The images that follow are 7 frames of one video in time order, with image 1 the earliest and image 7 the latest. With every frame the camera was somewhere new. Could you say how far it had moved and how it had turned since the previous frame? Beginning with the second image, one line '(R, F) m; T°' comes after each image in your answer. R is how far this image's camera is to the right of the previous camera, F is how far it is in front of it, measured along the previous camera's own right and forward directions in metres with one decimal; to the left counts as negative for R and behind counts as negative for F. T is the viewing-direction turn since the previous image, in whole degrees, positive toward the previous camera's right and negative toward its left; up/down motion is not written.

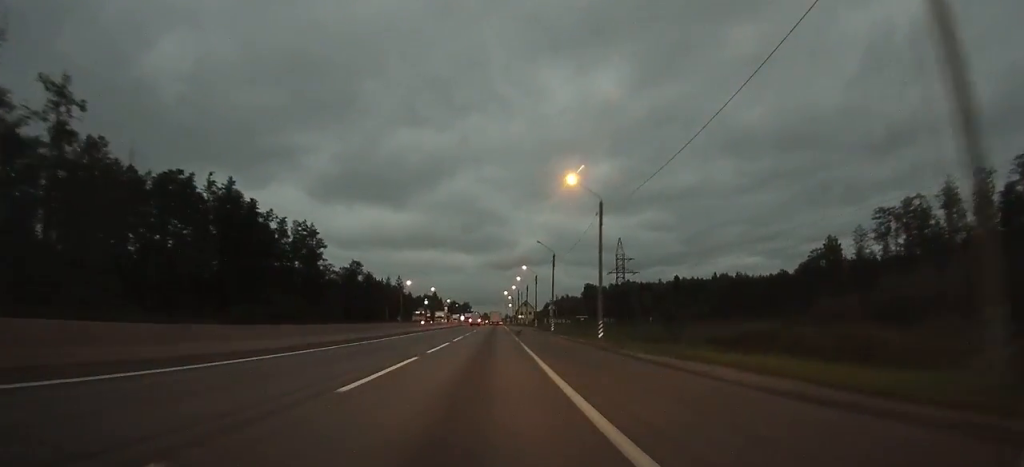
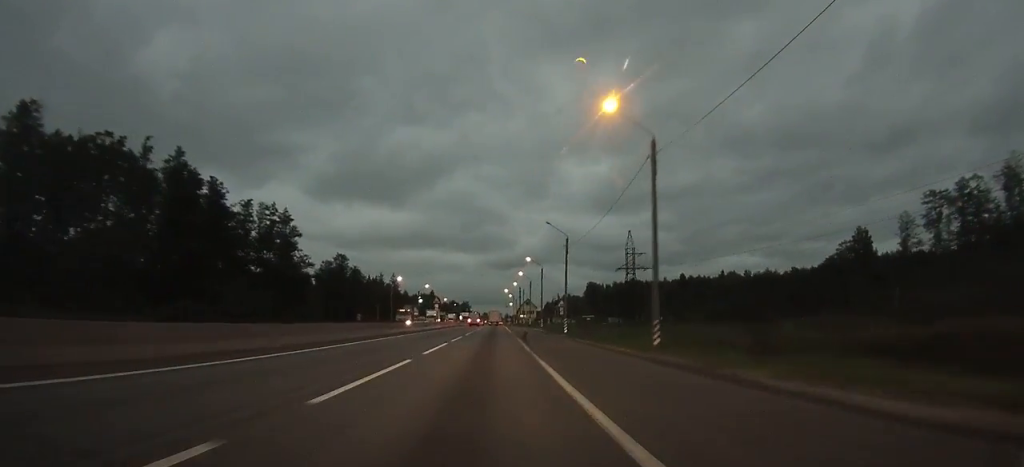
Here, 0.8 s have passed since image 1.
(0.0, +14.0) m; 0°
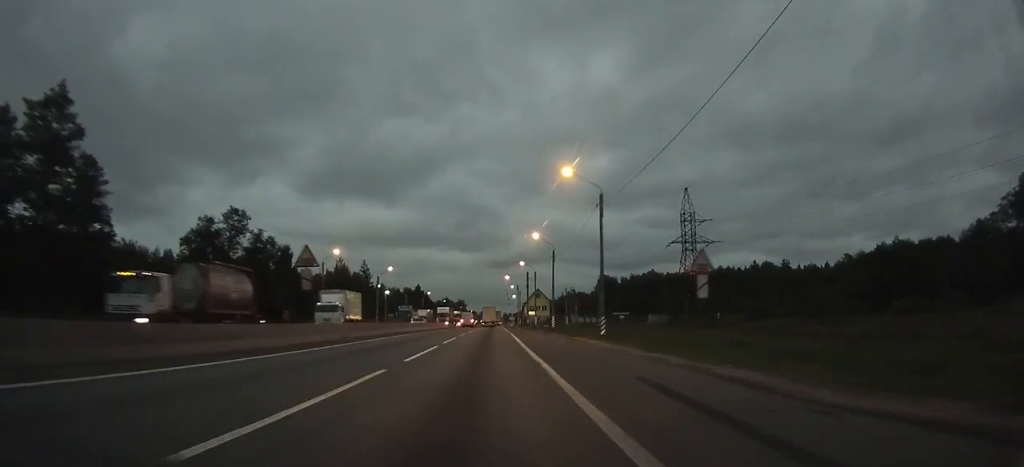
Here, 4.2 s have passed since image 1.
(0.0, +54.6) m; 0°
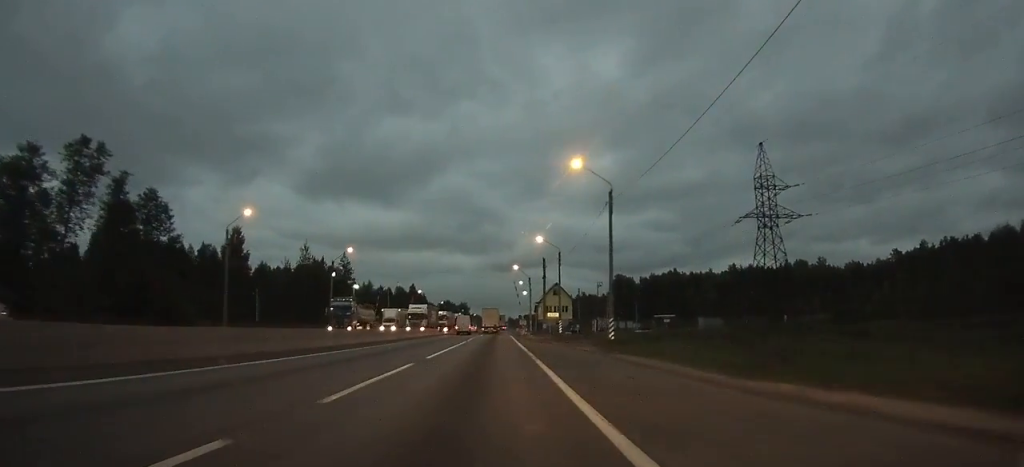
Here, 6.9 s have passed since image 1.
(+0.1, +35.5) m; 0°
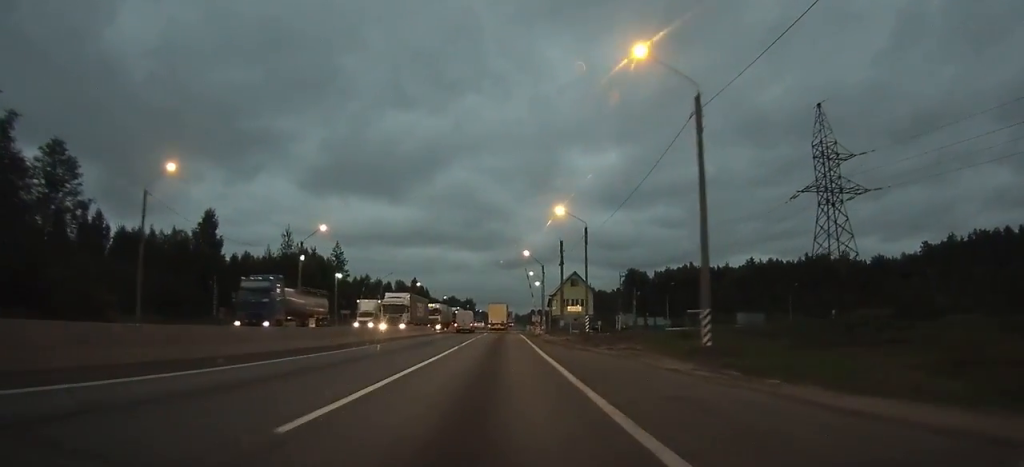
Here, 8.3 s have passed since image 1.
(0.0, +16.2) m; 0°
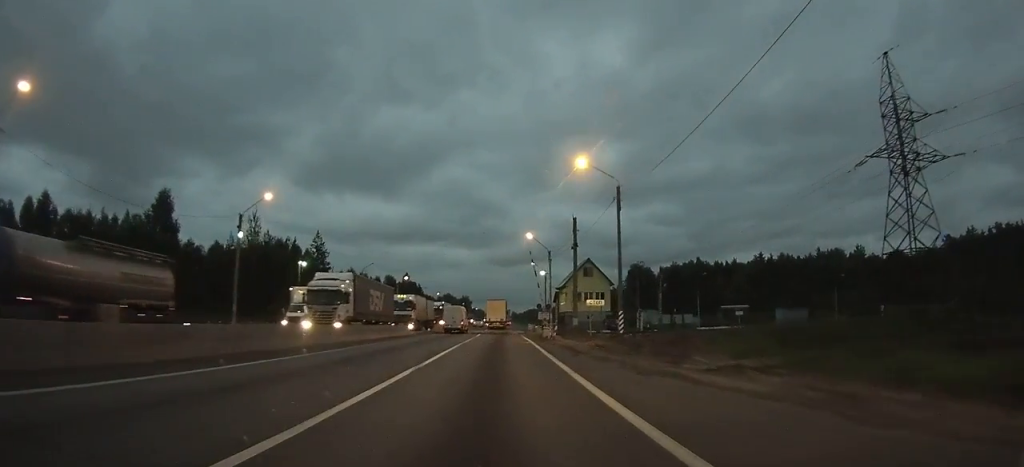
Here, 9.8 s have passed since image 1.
(-0.1, +16.1) m; 0°
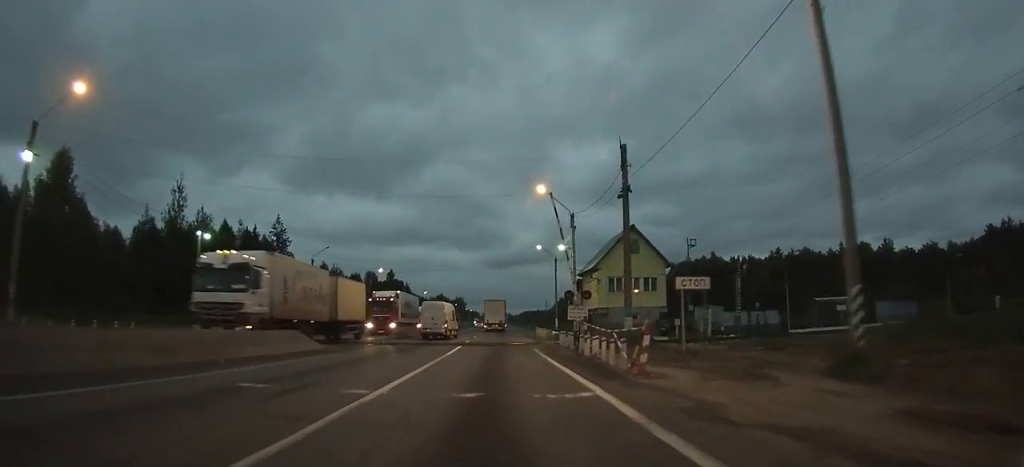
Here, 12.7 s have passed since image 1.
(+0.1, +24.8) m; +1°
